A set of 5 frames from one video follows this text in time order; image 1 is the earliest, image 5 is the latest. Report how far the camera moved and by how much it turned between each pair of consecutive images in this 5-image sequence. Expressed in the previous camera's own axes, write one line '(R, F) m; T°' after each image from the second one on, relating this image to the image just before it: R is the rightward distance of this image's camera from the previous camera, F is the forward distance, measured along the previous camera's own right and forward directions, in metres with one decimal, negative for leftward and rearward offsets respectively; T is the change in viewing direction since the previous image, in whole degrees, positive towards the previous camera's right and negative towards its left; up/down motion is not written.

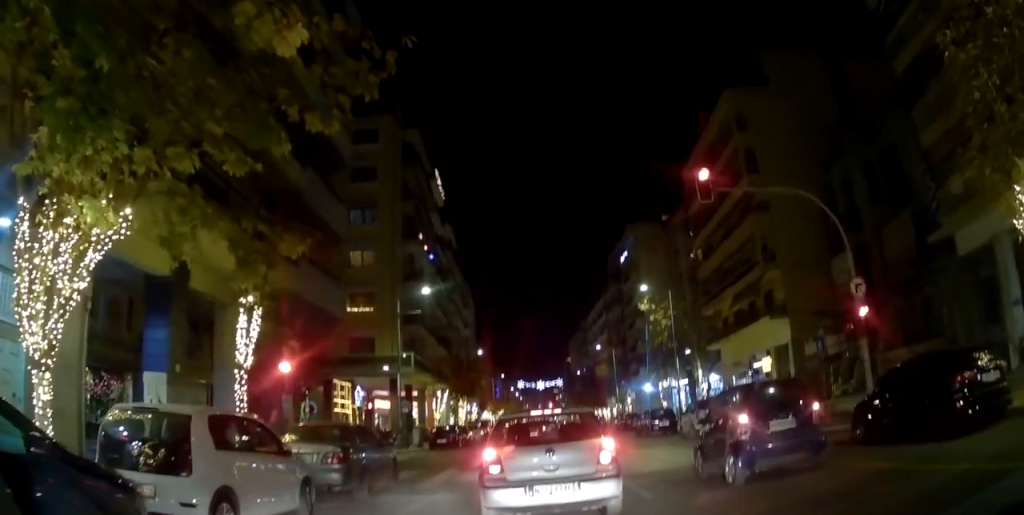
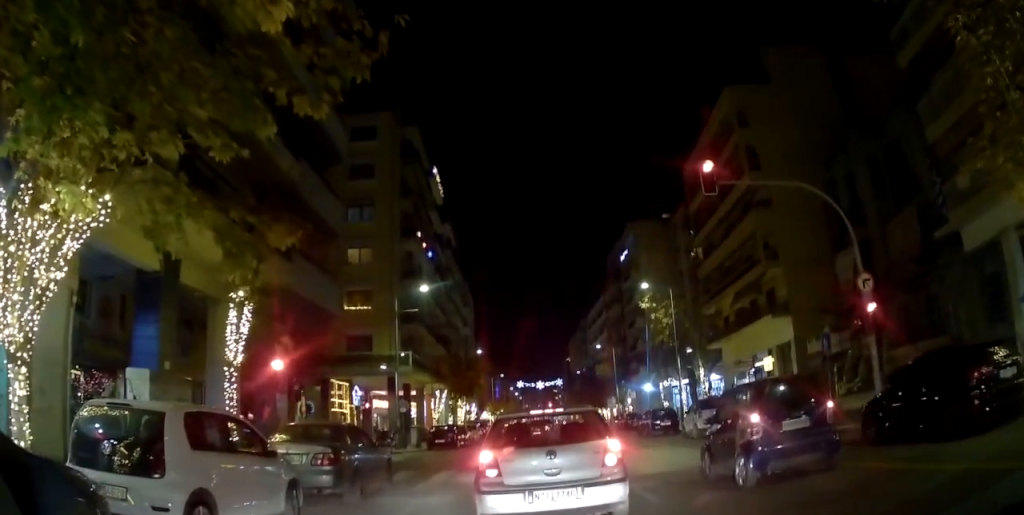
(+0.1, +0.2) m; 0°
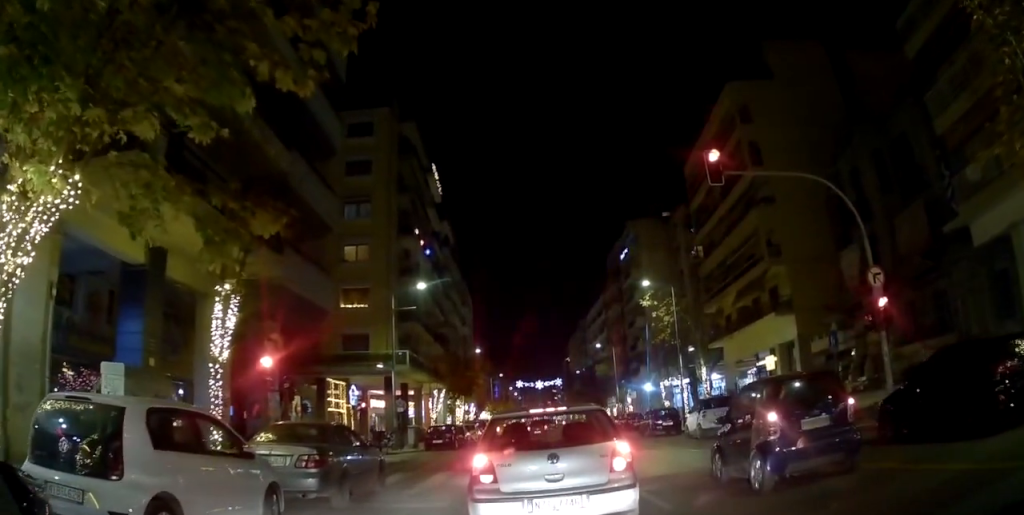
(+0.1, +0.5) m; 0°
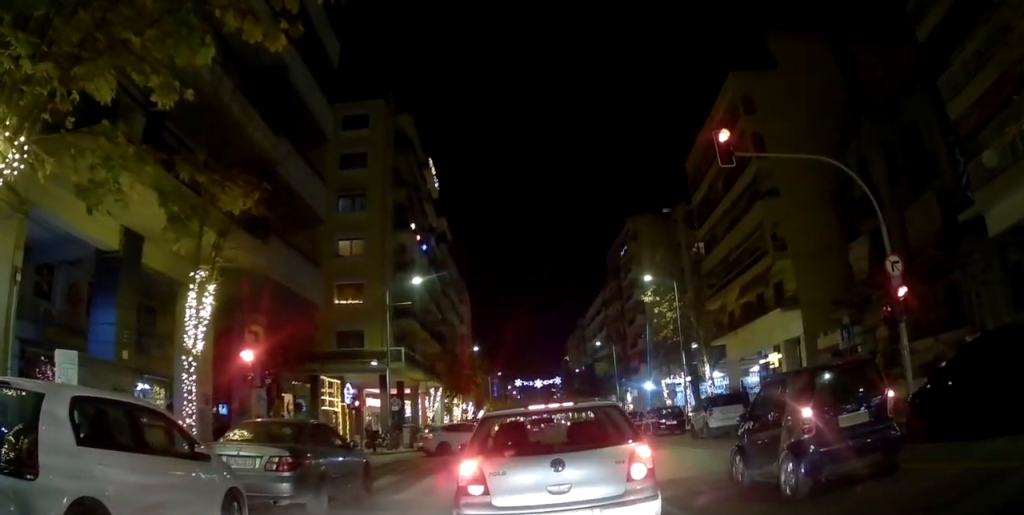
(-0.5, +1.0) m; 0°
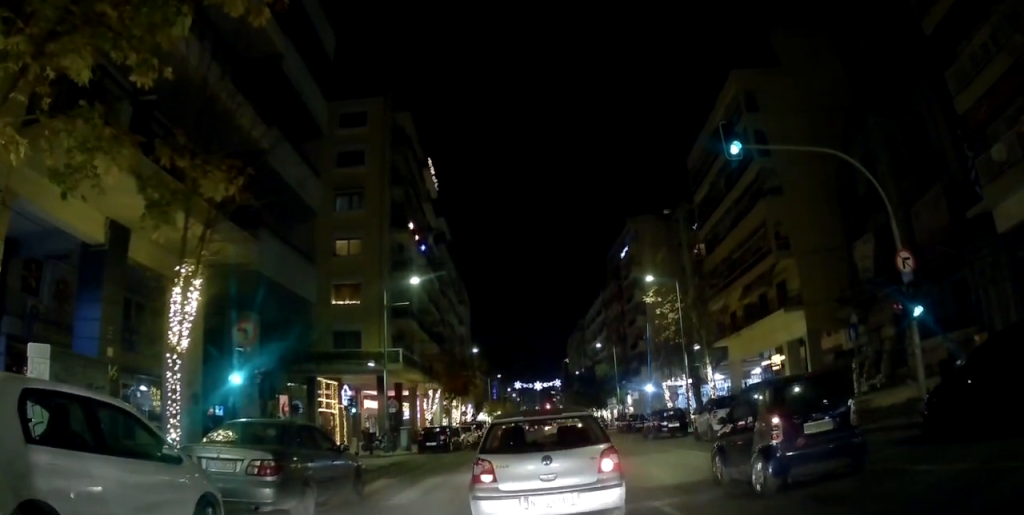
(-0.3, +1.7) m; 0°
